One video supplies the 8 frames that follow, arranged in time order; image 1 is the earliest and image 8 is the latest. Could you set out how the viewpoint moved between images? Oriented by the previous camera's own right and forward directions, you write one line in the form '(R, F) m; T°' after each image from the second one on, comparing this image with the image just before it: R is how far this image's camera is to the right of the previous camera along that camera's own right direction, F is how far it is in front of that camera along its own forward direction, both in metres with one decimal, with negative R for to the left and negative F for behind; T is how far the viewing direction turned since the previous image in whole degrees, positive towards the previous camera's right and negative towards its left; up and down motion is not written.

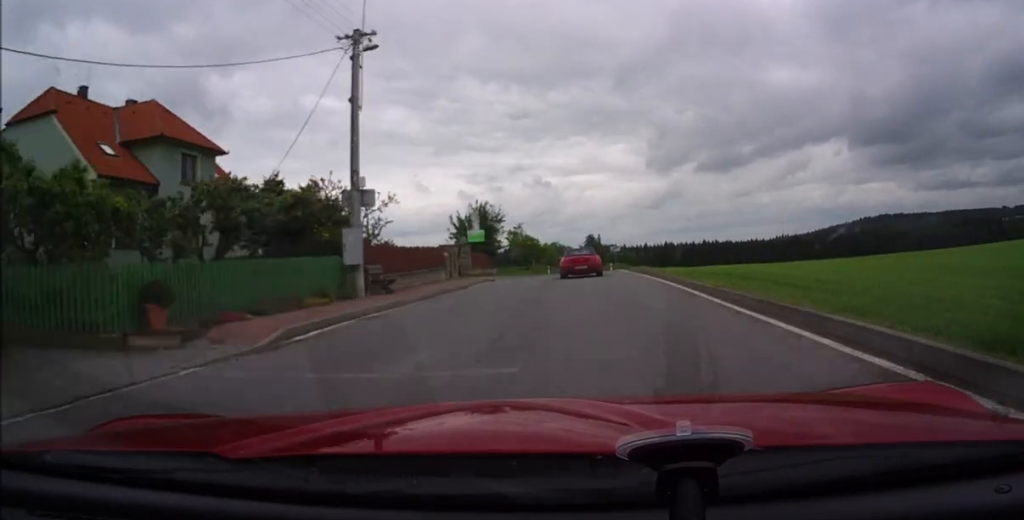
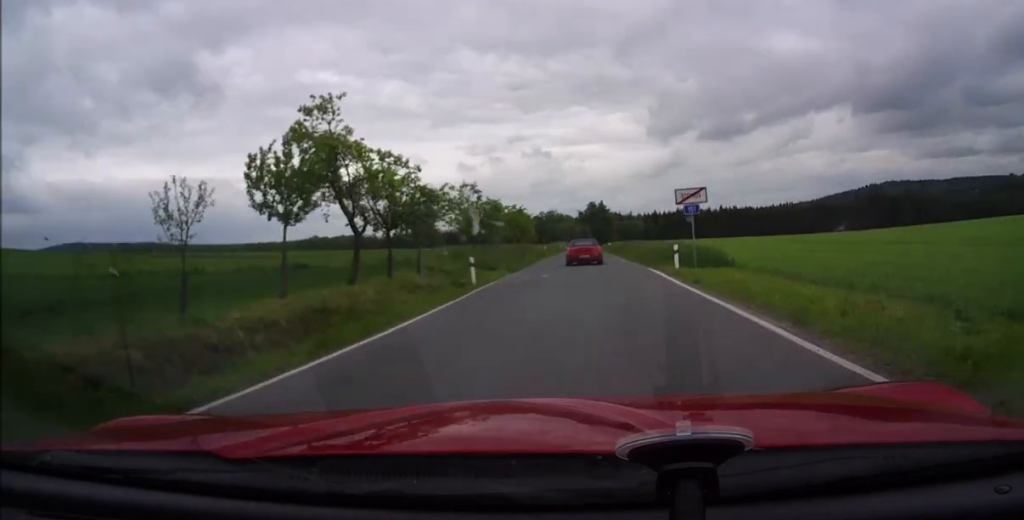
(+1.4, +47.9) m; +2°
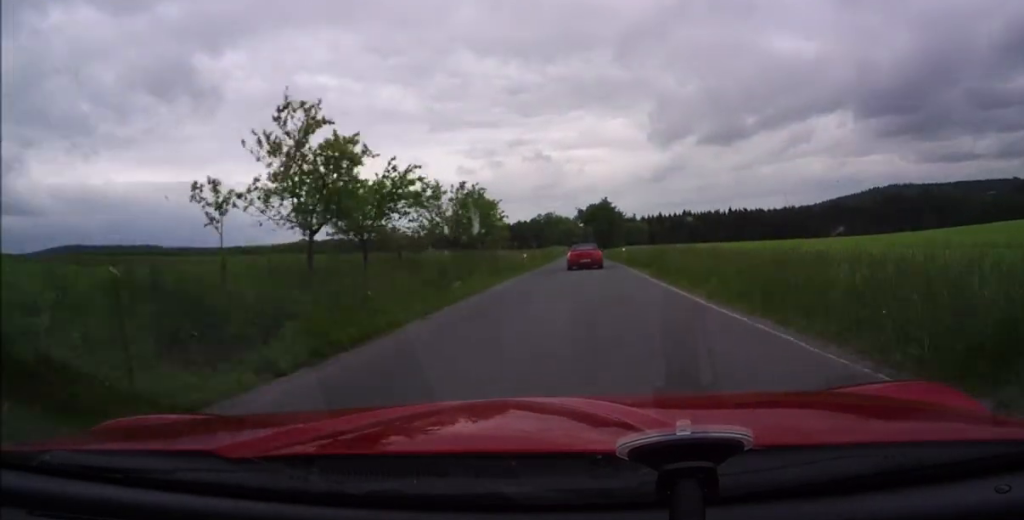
(-0.1, +21.0) m; 0°
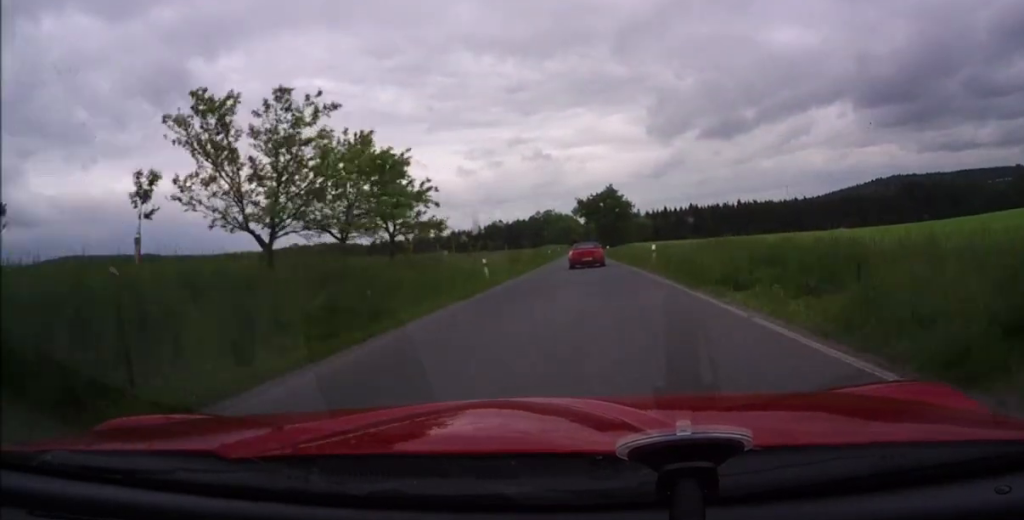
(0.0, +16.9) m; 0°
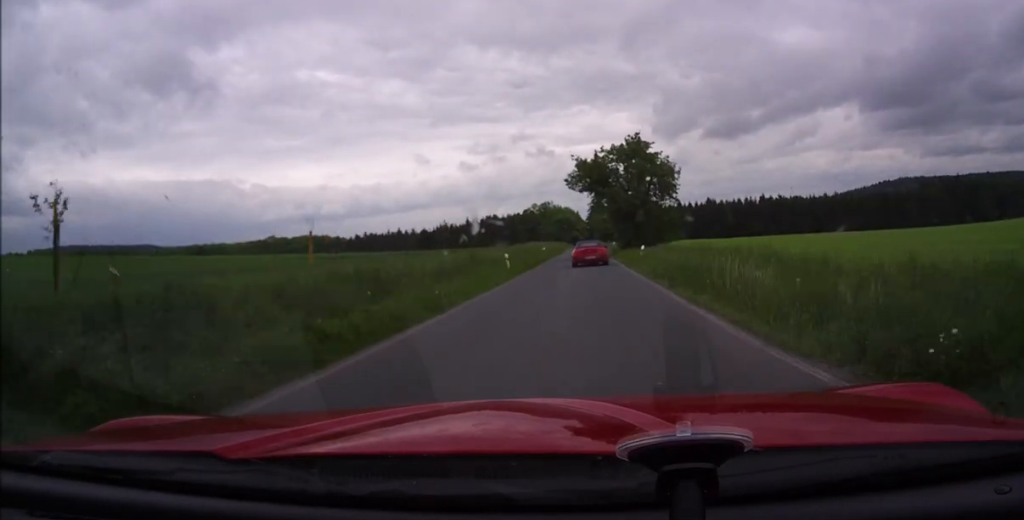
(-0.4, +36.5) m; -1°
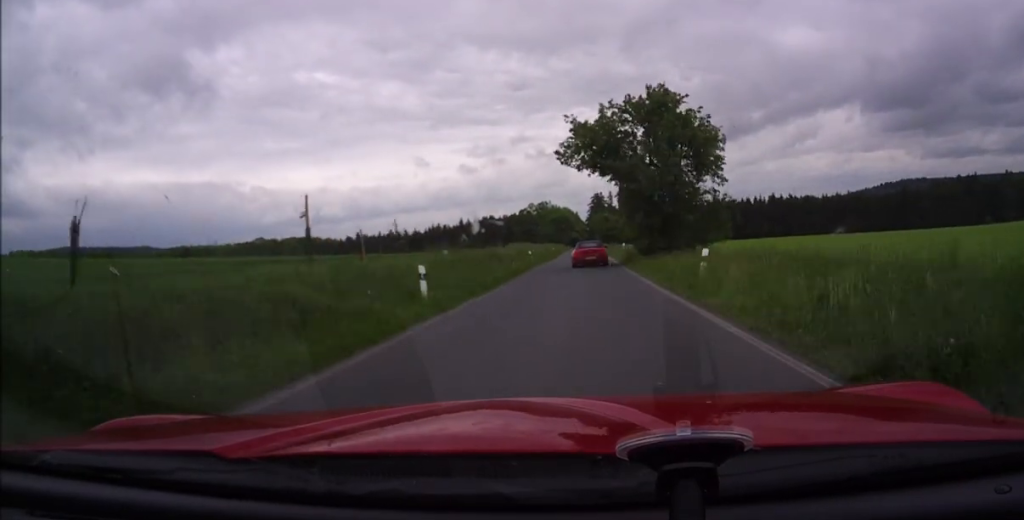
(-0.1, +14.7) m; 0°
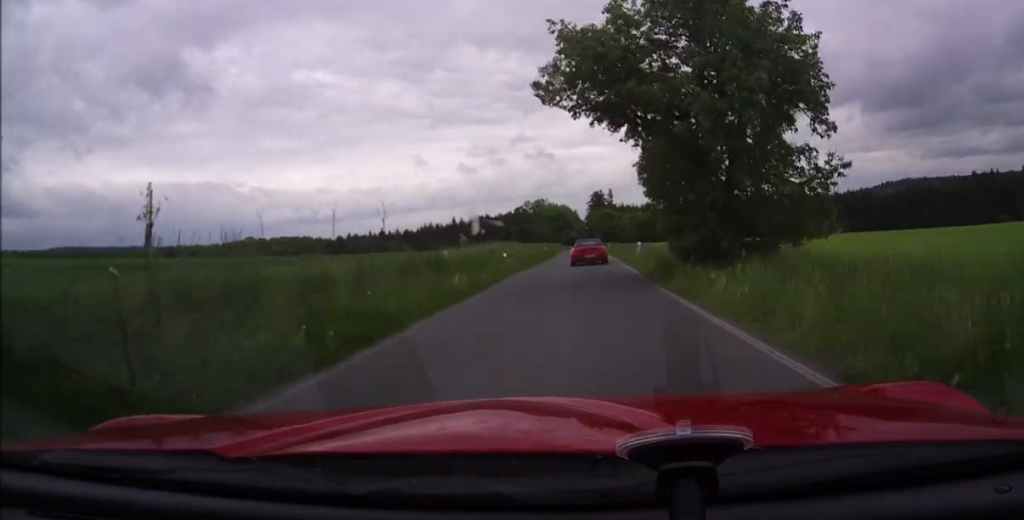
(0.0, +13.4) m; 0°
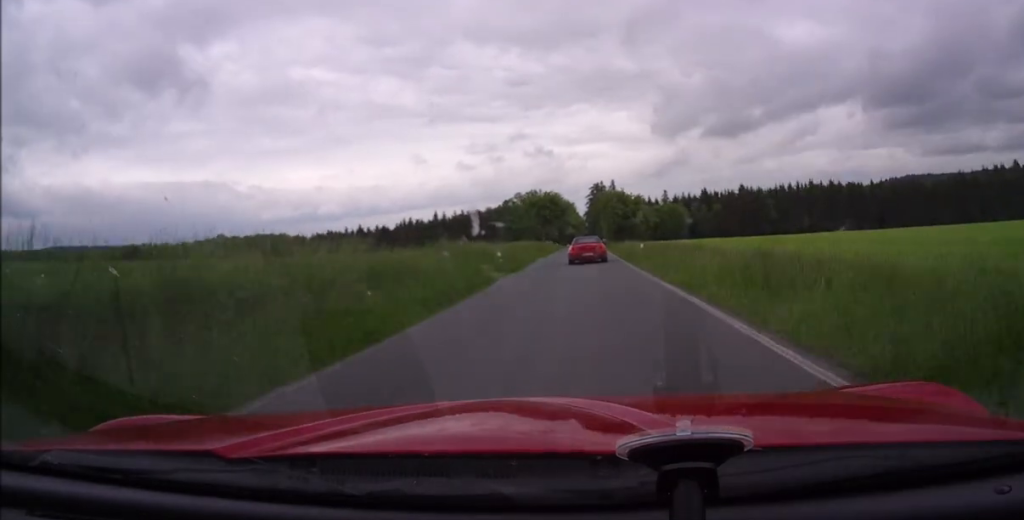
(+0.3, +32.1) m; +1°
